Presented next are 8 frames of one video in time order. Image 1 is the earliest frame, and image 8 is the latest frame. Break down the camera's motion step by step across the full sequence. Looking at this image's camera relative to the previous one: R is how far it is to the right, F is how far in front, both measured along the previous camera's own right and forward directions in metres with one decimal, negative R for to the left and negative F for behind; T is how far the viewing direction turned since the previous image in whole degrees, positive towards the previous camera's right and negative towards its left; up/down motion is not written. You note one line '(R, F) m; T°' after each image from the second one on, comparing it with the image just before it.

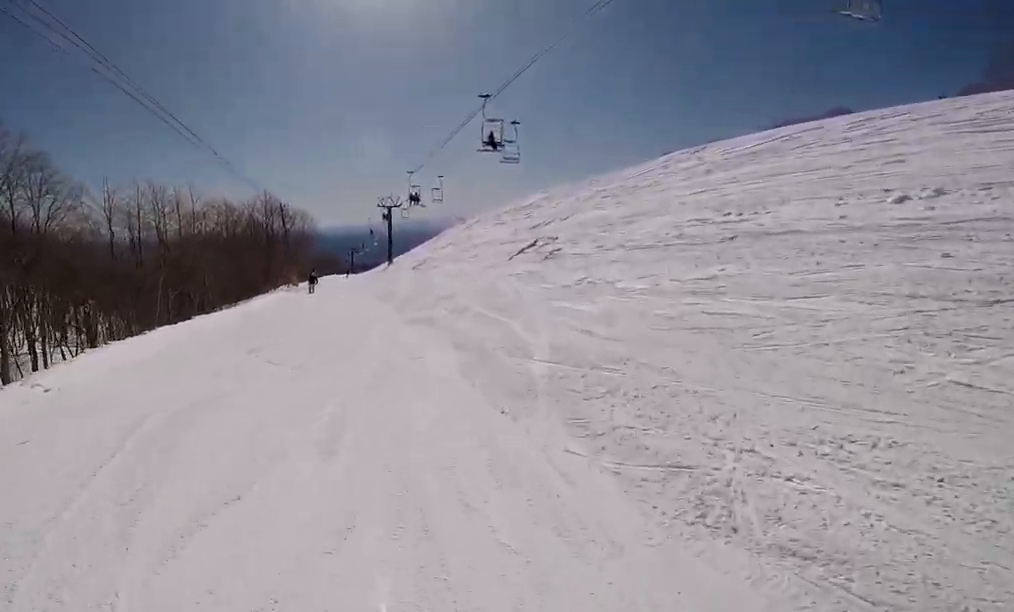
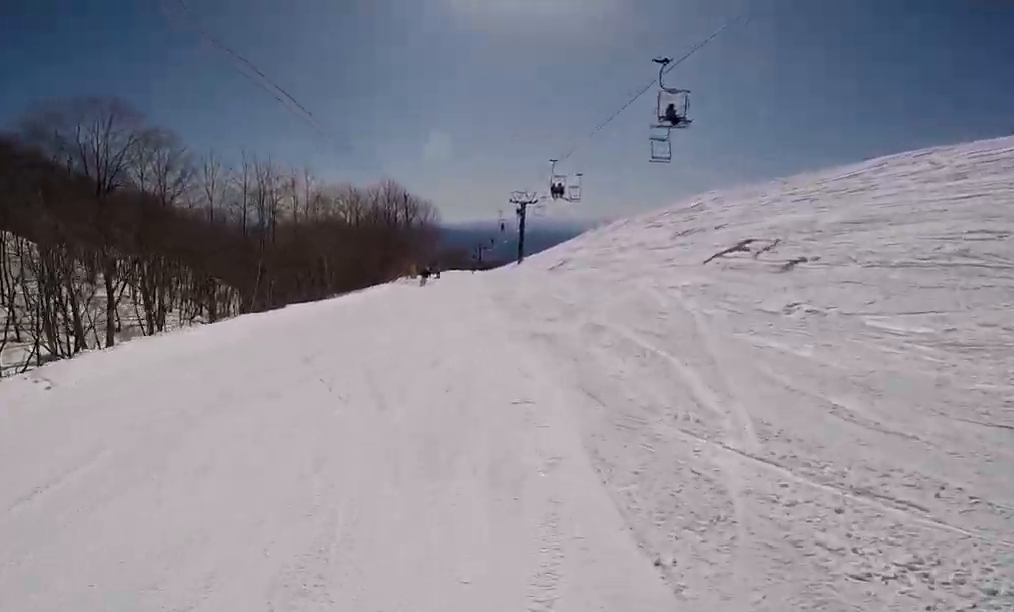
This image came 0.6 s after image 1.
(-0.2, +2.6) m; -15°
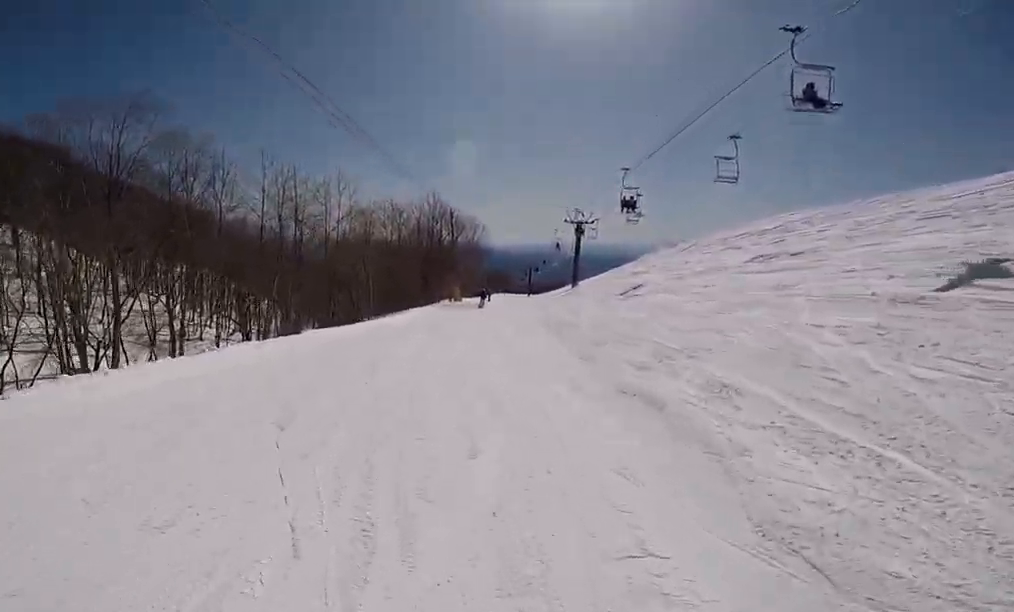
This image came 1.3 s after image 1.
(-0.5, +2.7) m; -12°
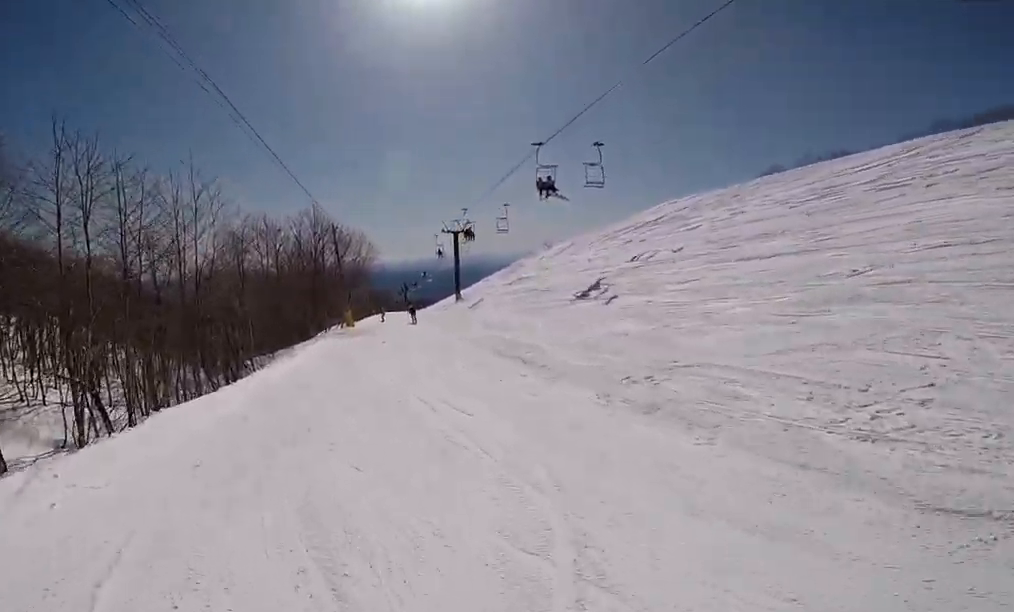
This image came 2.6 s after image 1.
(-0.6, +5.6) m; +10°
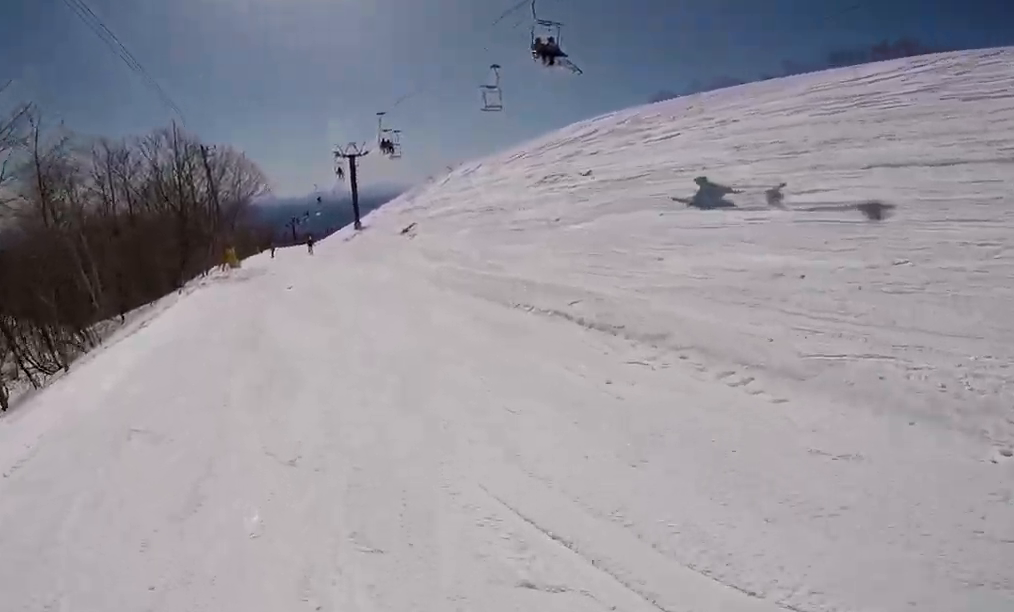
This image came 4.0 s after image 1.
(+2.3, +6.6) m; +31°
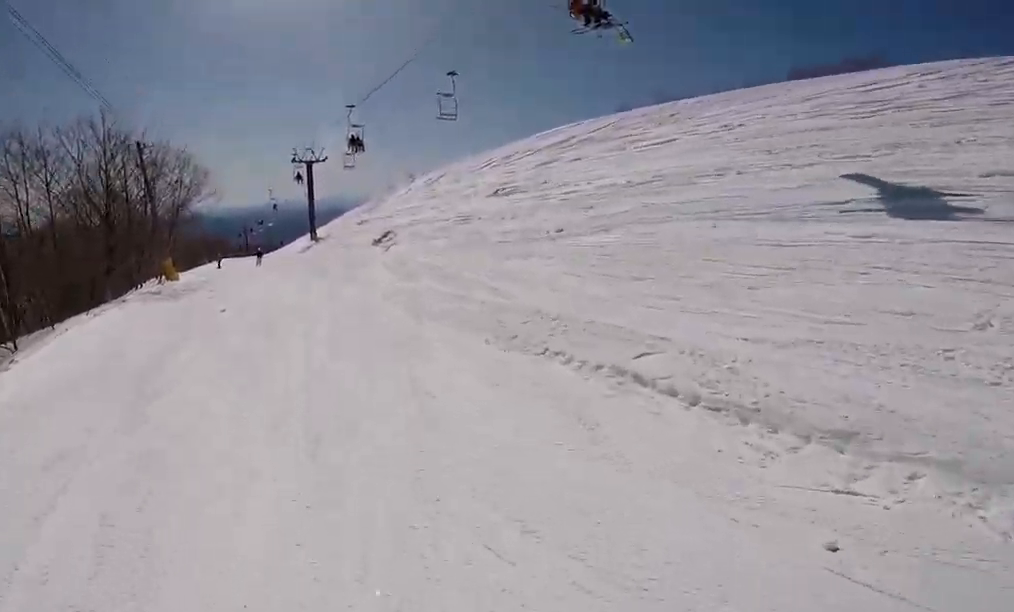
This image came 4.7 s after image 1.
(+0.4, +2.8) m; -6°
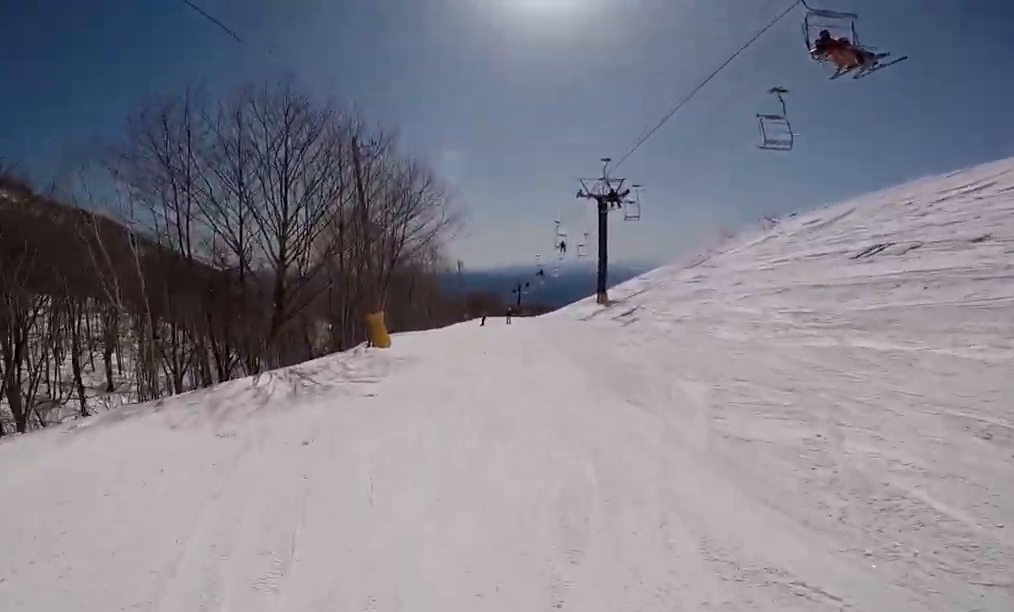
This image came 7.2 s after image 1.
(-4.4, +10.8) m; -20°
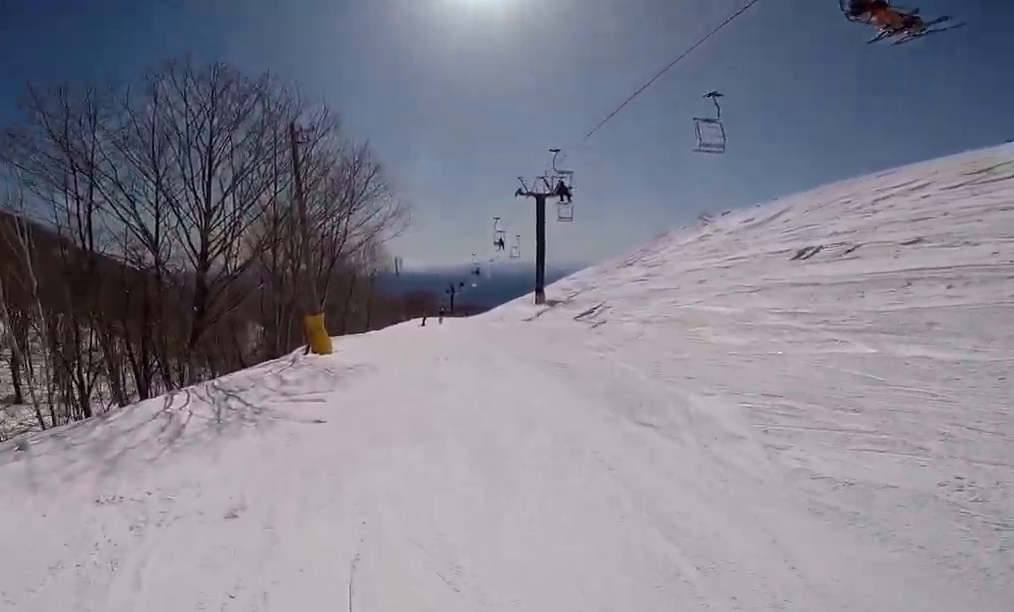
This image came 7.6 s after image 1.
(+0.2, +1.9) m; +7°
